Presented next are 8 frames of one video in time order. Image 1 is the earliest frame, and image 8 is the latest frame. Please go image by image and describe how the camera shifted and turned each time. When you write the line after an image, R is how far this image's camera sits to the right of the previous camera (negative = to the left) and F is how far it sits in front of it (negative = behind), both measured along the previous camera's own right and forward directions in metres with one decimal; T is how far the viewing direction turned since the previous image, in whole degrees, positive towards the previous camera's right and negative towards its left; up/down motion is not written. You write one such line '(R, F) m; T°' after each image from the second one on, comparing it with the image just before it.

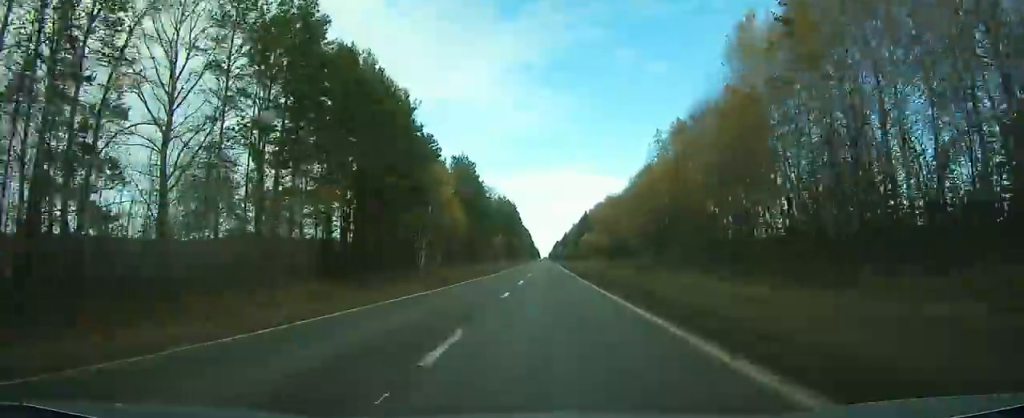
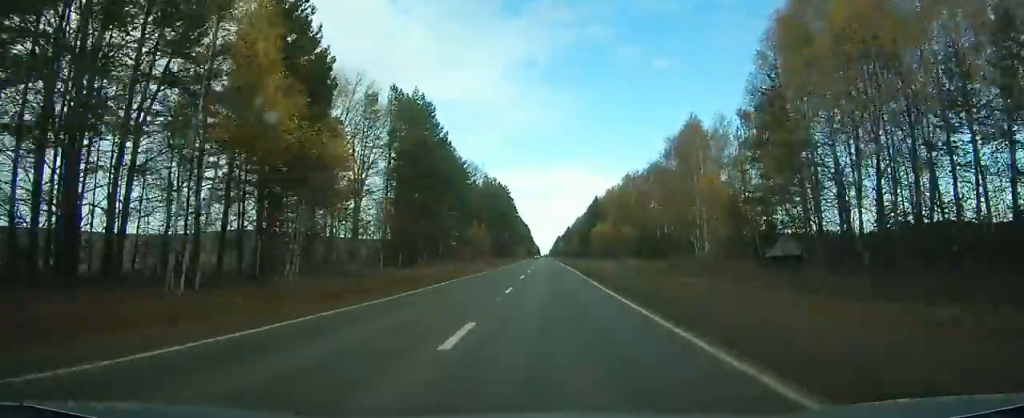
(-0.1, +47.0) m; 0°
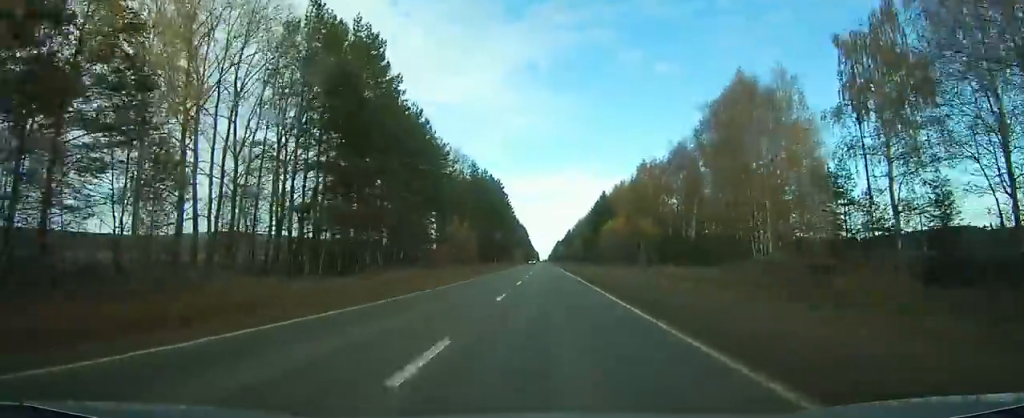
(-0.1, +26.3) m; 0°
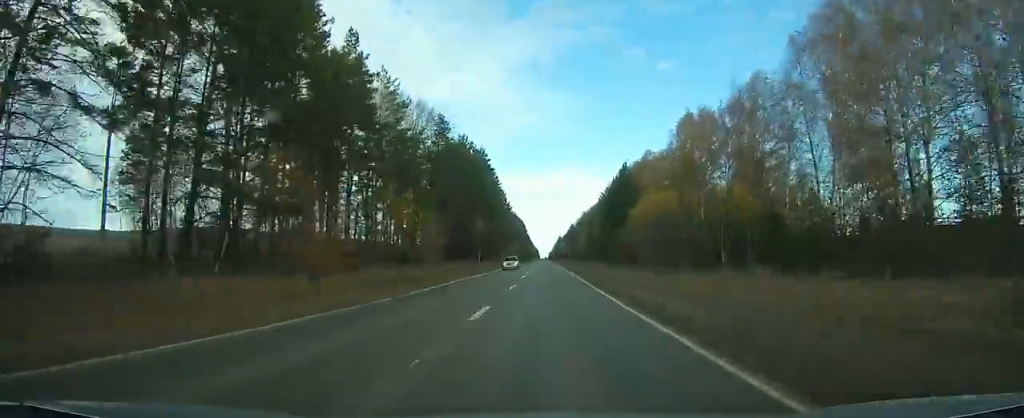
(-0.1, +42.1) m; 0°
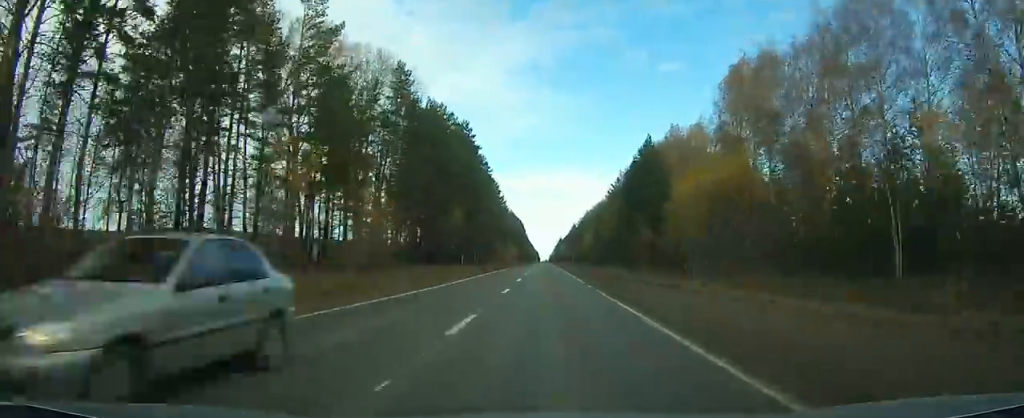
(0.0, +26.3) m; 0°
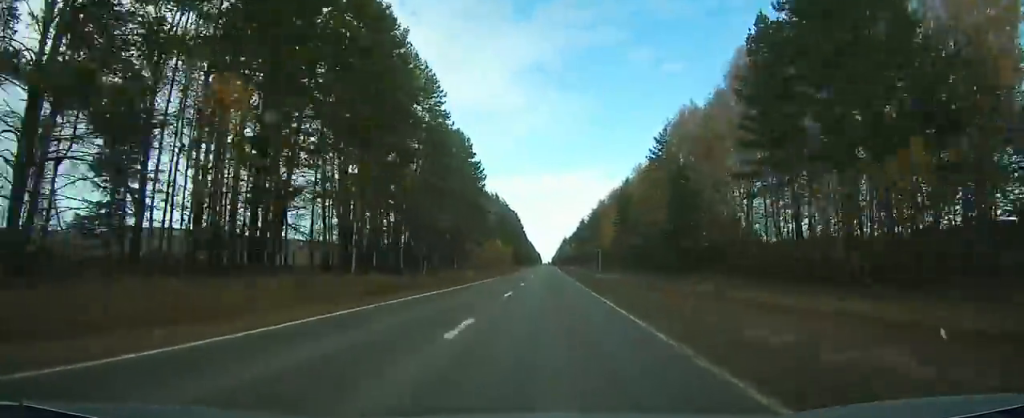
(+0.2, +59.8) m; 0°
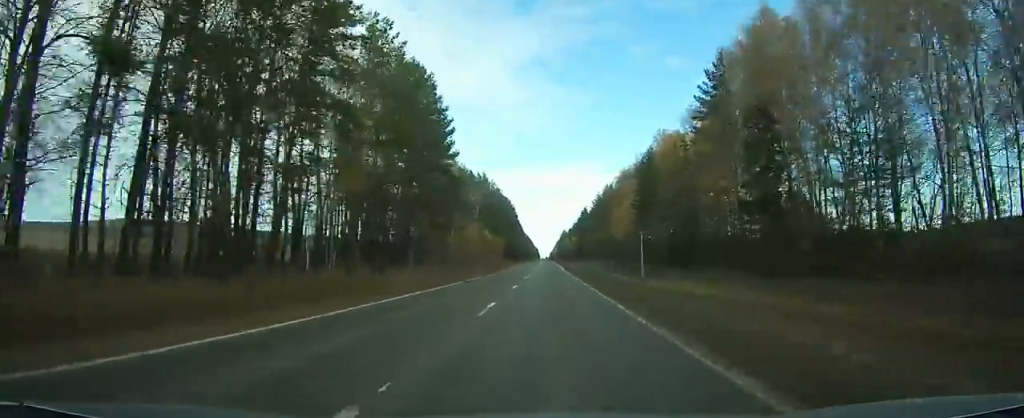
(-0.1, +31.8) m; +2°
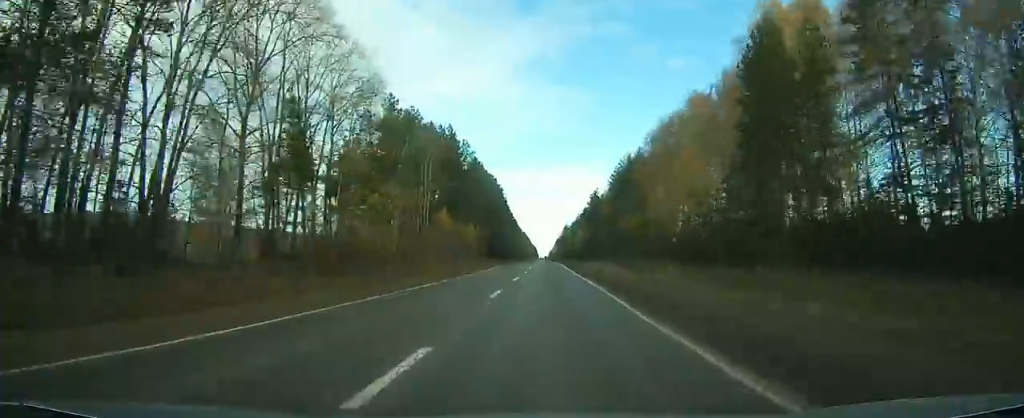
(+2.7, +56.4) m; +1°
